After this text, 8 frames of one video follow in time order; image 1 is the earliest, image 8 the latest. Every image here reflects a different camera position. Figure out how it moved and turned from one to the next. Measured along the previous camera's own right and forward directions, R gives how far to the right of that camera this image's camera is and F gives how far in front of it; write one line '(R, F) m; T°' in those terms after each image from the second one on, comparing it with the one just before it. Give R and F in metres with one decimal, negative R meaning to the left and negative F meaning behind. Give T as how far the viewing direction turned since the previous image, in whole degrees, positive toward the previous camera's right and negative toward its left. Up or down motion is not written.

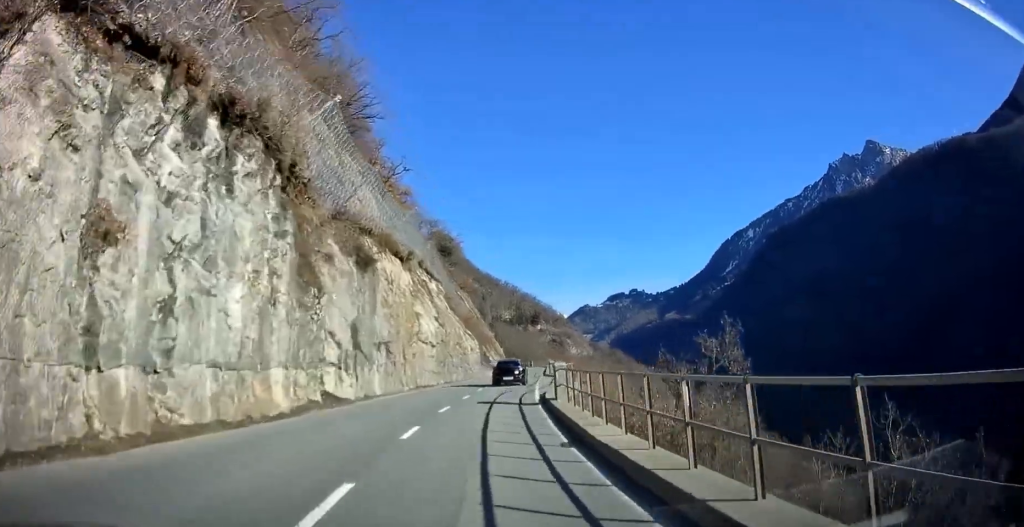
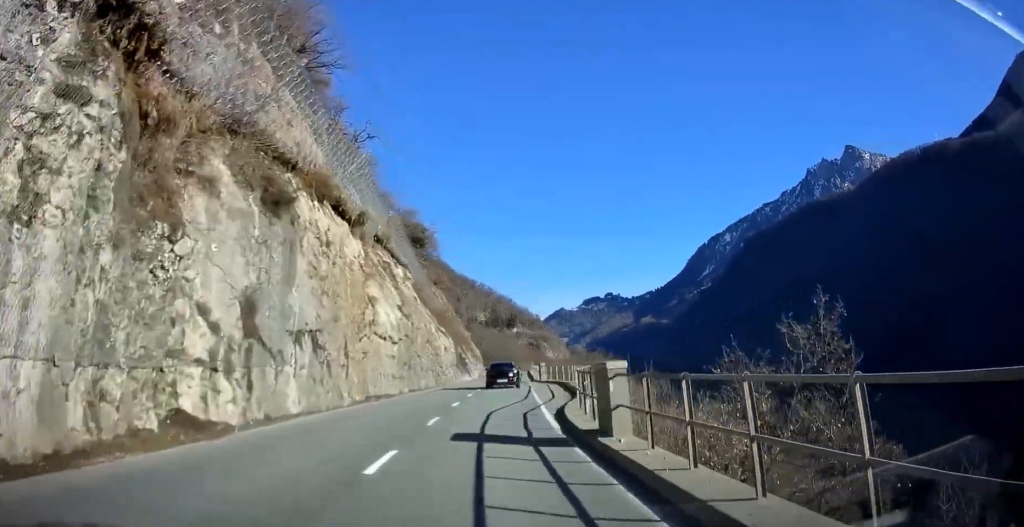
(+0.4, +9.5) m; +2°
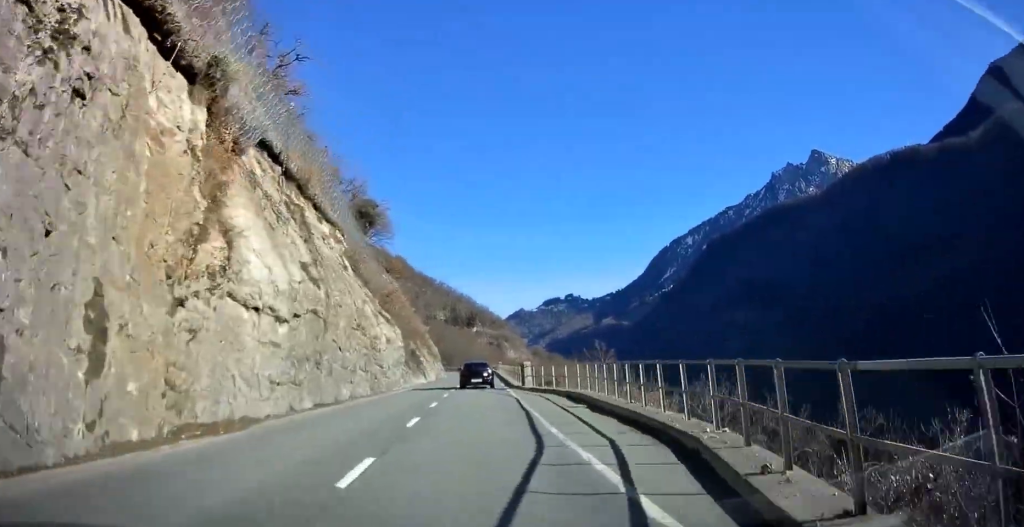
(+0.5, +13.1) m; +3°
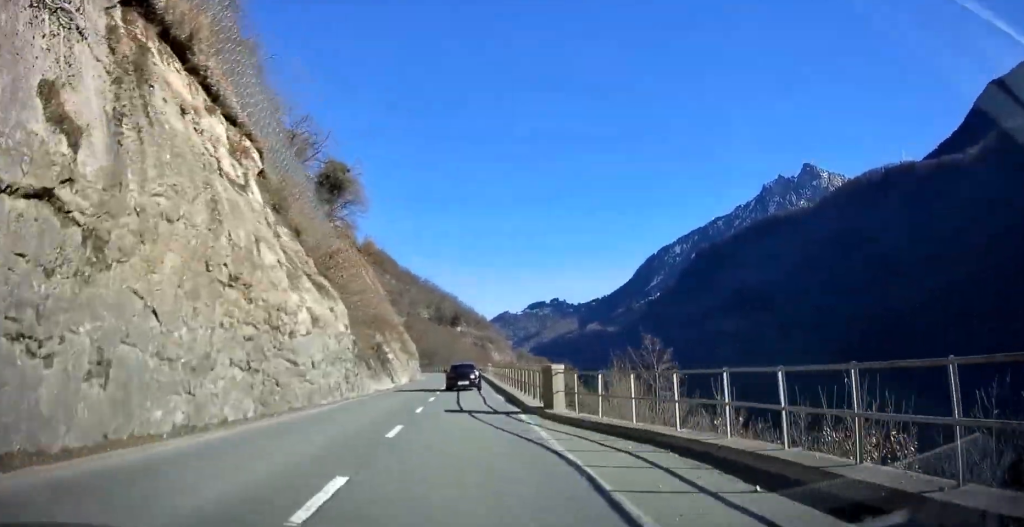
(+0.2, +13.0) m; +2°
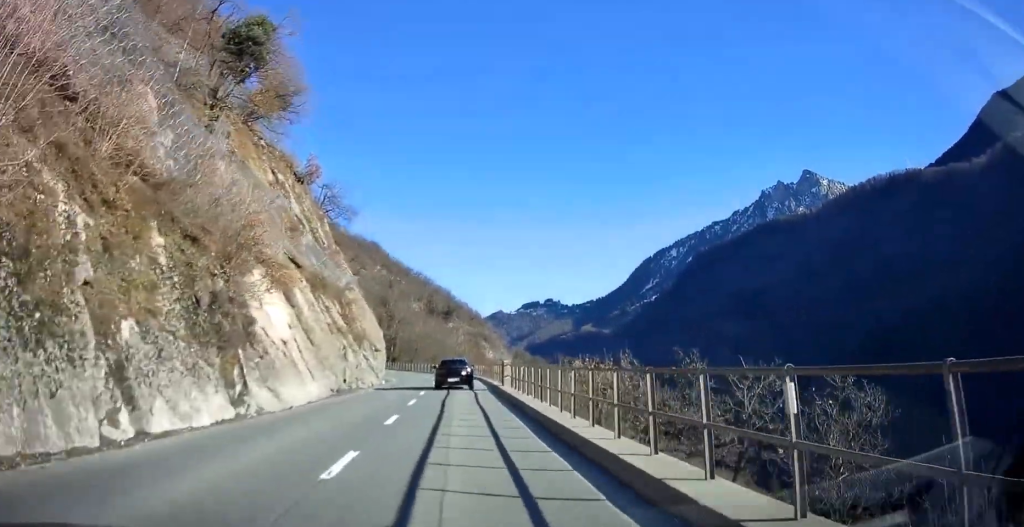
(+0.2, +28.7) m; 0°
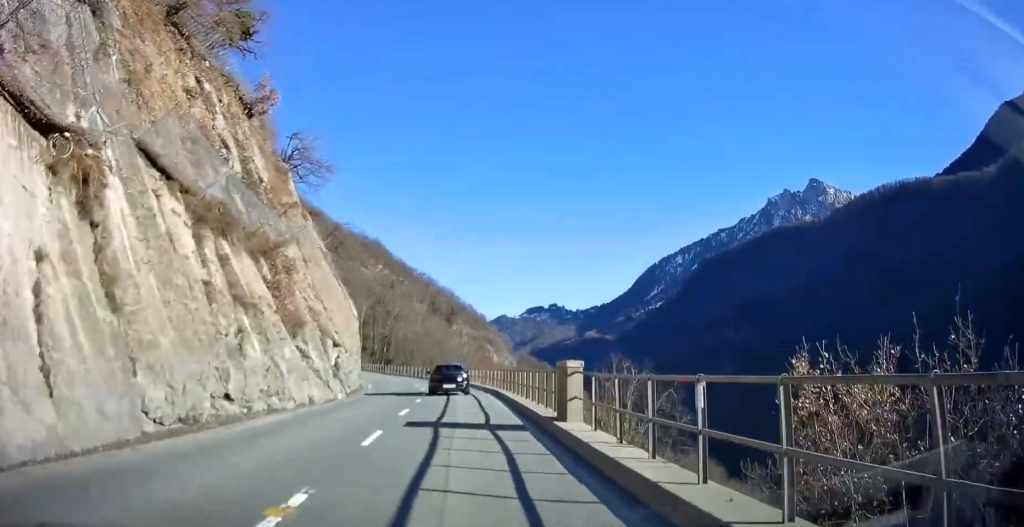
(-0.2, +14.7) m; 0°
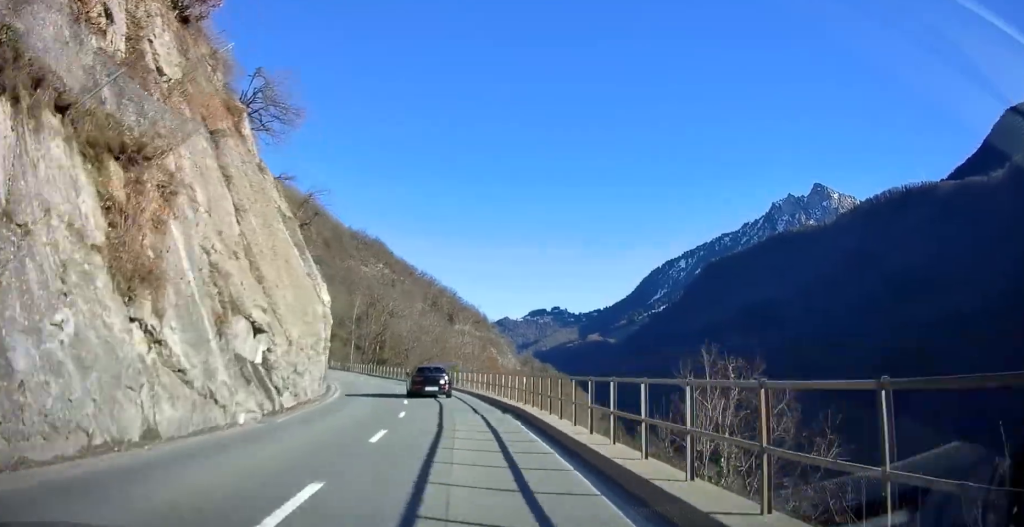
(+0.4, +11.5) m; +1°
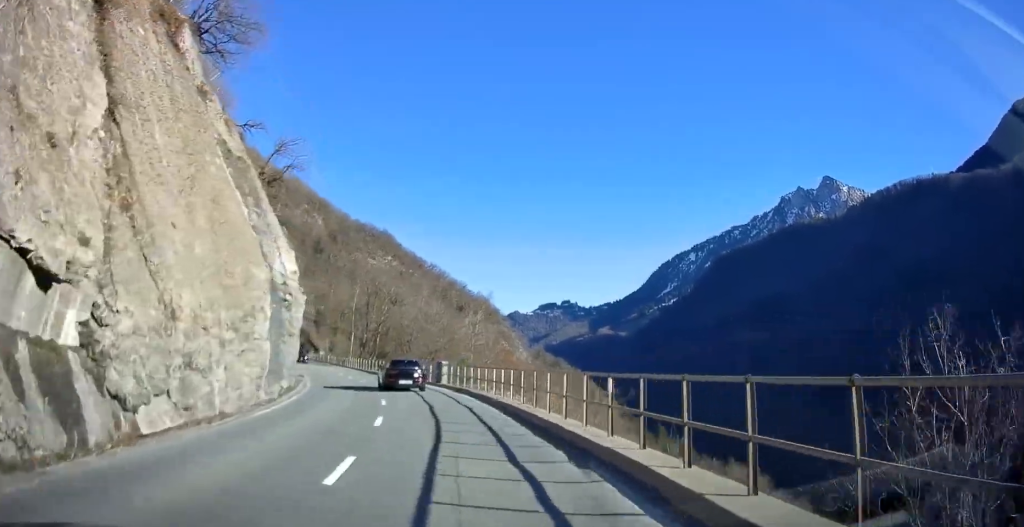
(-0.1, +9.6) m; -1°
